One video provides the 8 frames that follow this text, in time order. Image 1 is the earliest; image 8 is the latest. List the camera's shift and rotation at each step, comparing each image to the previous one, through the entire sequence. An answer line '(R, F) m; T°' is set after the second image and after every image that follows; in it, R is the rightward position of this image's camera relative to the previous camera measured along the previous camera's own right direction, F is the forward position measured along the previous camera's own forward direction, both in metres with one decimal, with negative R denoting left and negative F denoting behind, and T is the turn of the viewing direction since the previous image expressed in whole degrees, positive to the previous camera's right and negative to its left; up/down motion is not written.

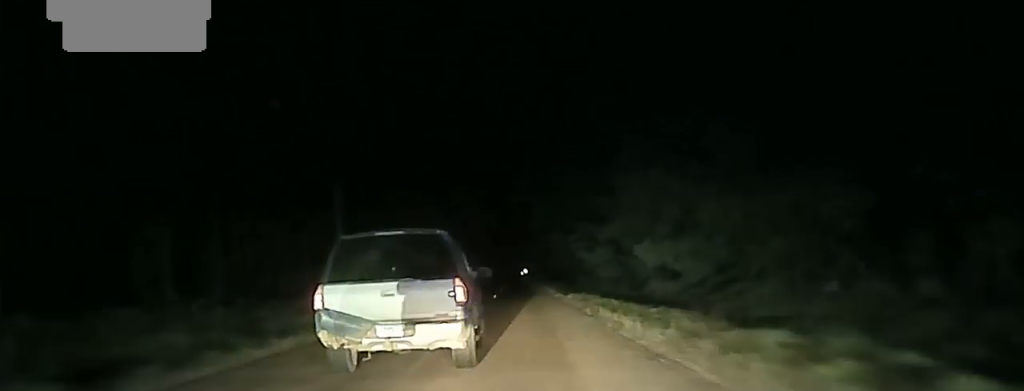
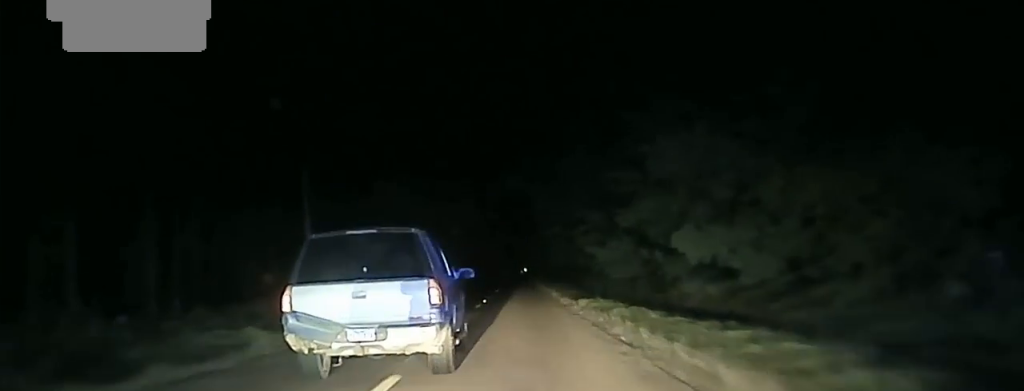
(0.0, +12.5) m; 0°
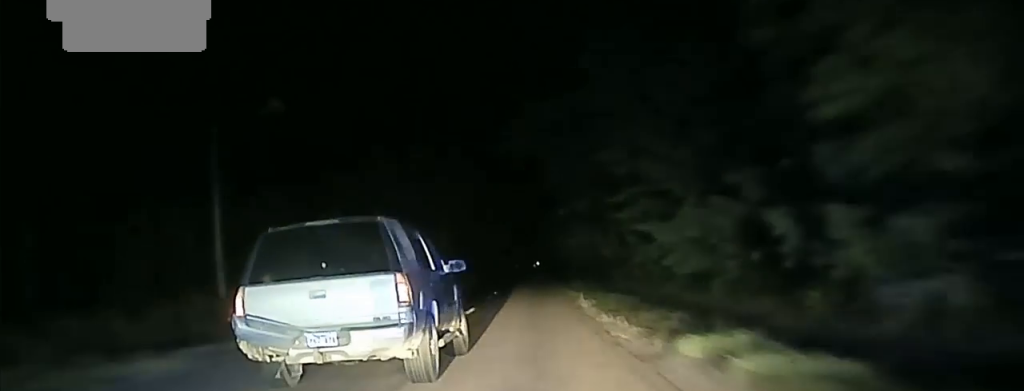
(0.0, +21.4) m; -1°
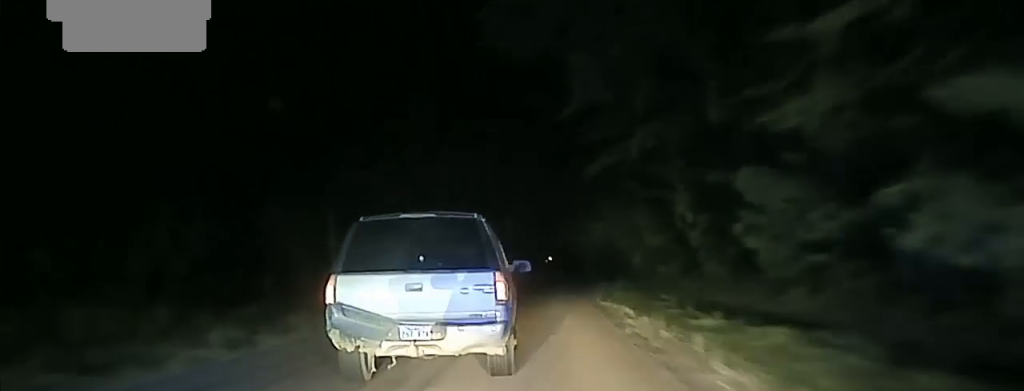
(-0.3, +26.7) m; -1°
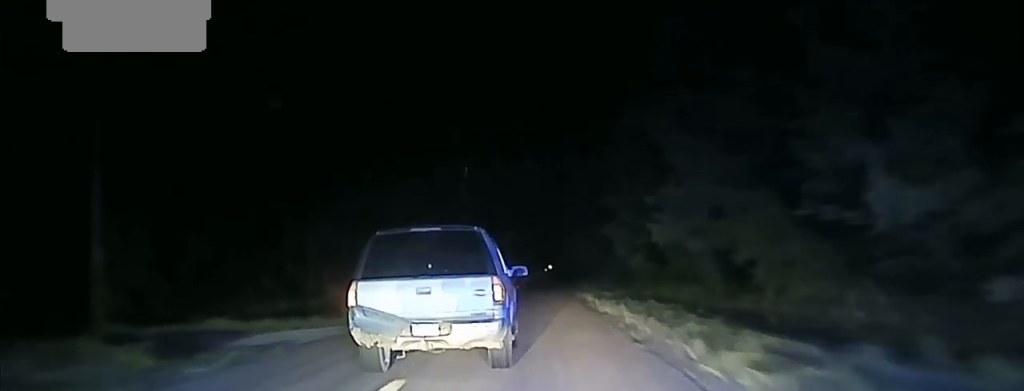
(-0.2, +36.1) m; 0°
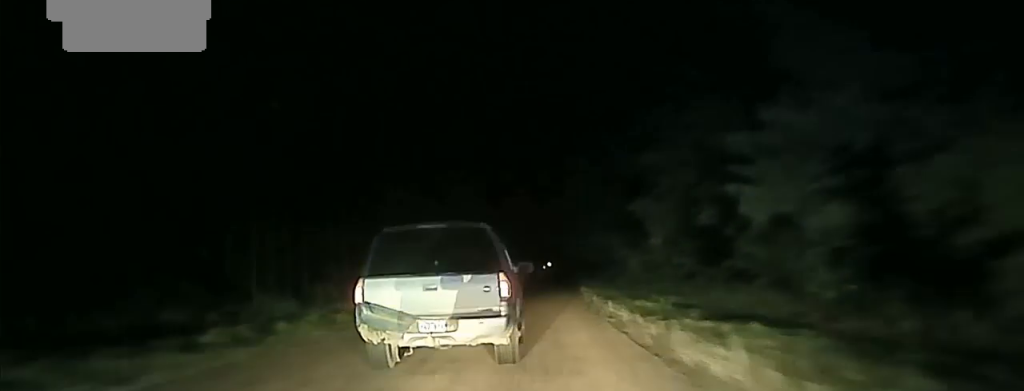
(0.0, +12.7) m; 0°
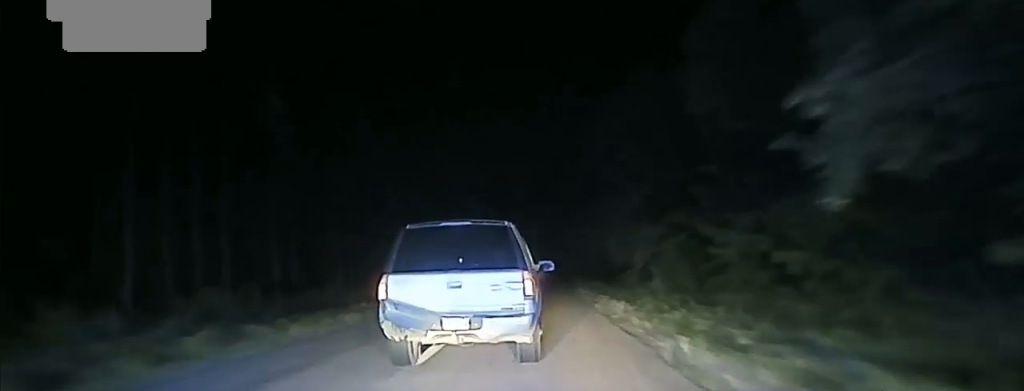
(+0.2, +18.3) m; +1°
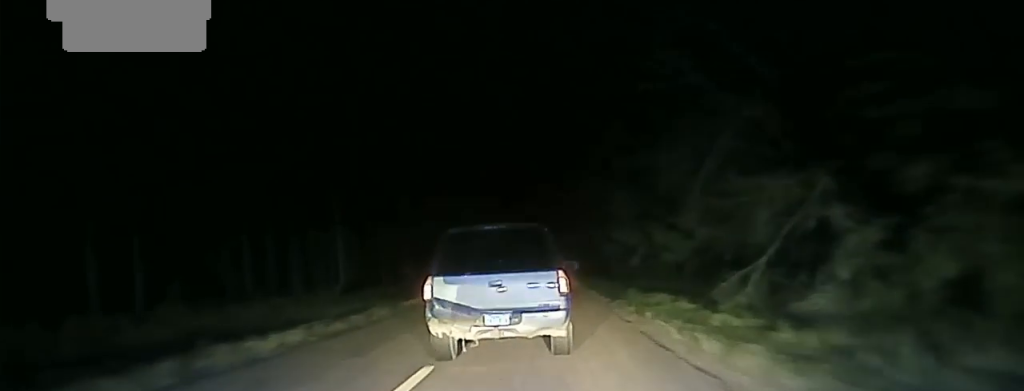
(+0.1, +30.1) m; 0°
